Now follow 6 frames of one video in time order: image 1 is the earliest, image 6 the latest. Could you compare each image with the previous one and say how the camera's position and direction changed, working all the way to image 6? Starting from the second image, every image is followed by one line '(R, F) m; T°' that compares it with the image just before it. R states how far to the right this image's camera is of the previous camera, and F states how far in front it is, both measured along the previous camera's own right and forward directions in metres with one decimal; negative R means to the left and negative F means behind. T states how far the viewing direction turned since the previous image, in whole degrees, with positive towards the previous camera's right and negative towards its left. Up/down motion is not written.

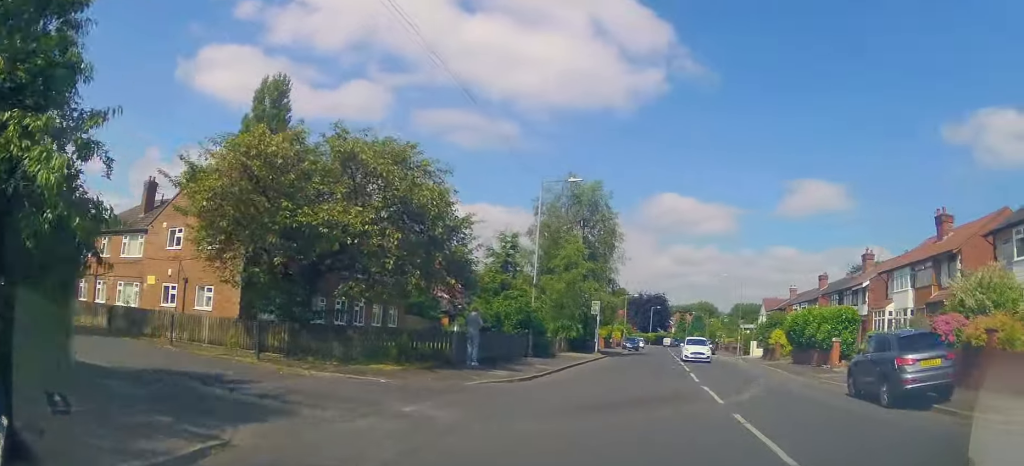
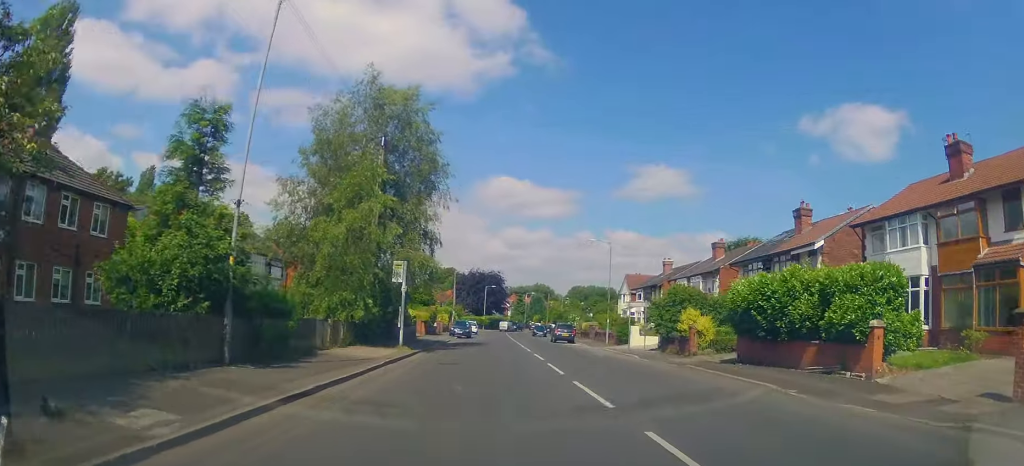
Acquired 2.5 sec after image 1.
(+3.2, +14.7) m; +16°
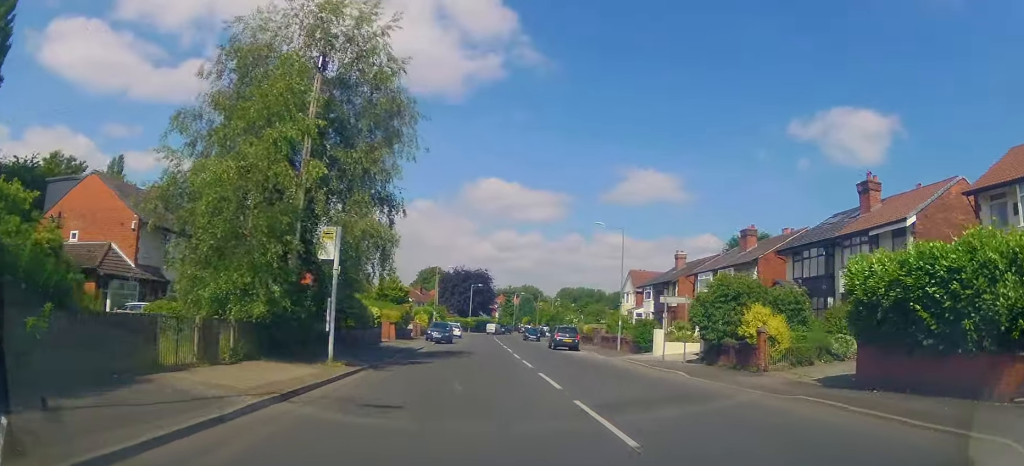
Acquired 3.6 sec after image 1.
(+0.3, +8.5) m; +1°
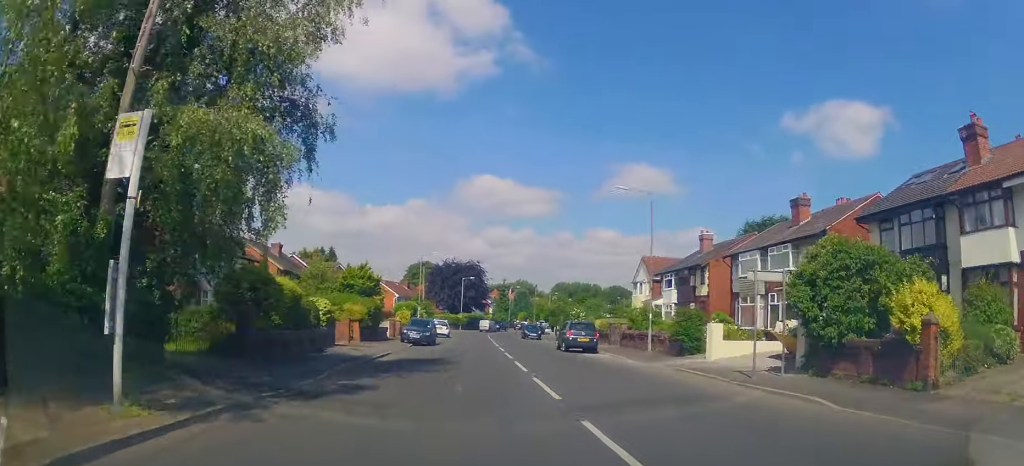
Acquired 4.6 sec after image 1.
(-0.1, +8.7) m; 0°
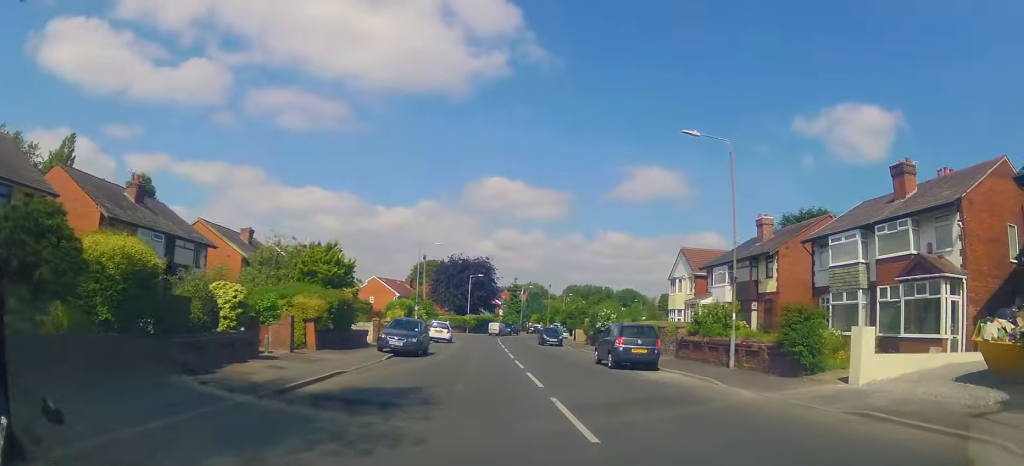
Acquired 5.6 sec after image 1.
(+0.1, +9.4) m; +1°
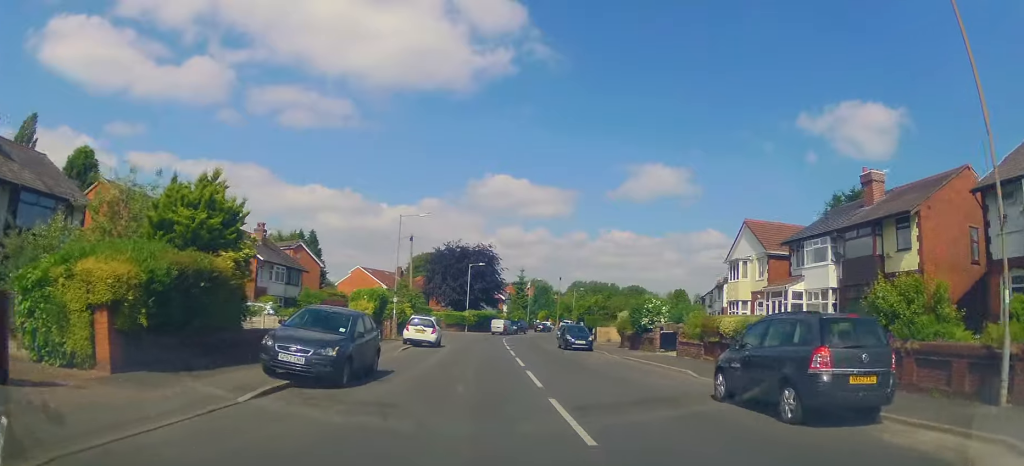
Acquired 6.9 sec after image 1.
(0.0, +12.7) m; -2°
